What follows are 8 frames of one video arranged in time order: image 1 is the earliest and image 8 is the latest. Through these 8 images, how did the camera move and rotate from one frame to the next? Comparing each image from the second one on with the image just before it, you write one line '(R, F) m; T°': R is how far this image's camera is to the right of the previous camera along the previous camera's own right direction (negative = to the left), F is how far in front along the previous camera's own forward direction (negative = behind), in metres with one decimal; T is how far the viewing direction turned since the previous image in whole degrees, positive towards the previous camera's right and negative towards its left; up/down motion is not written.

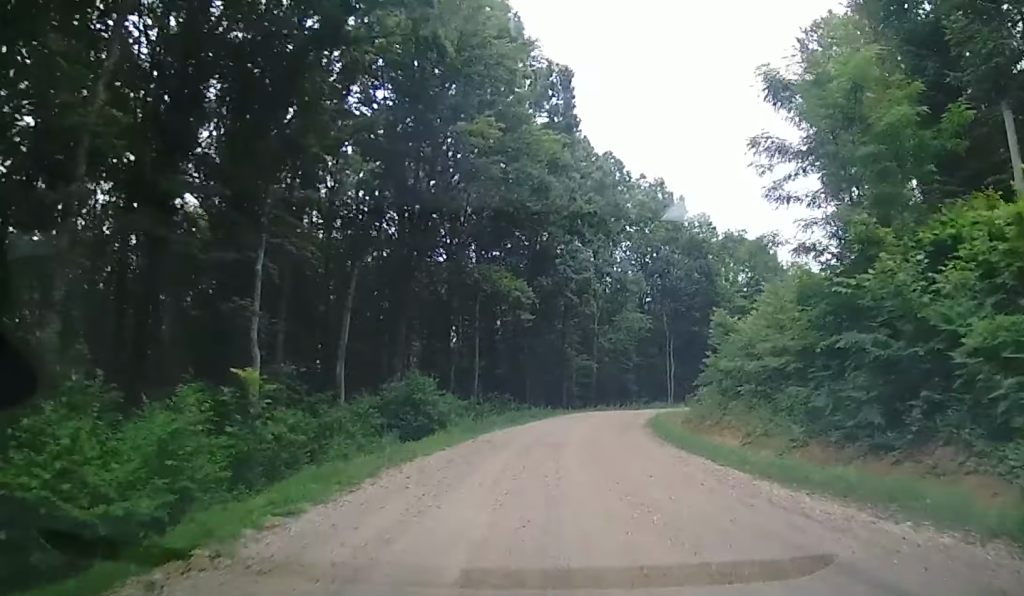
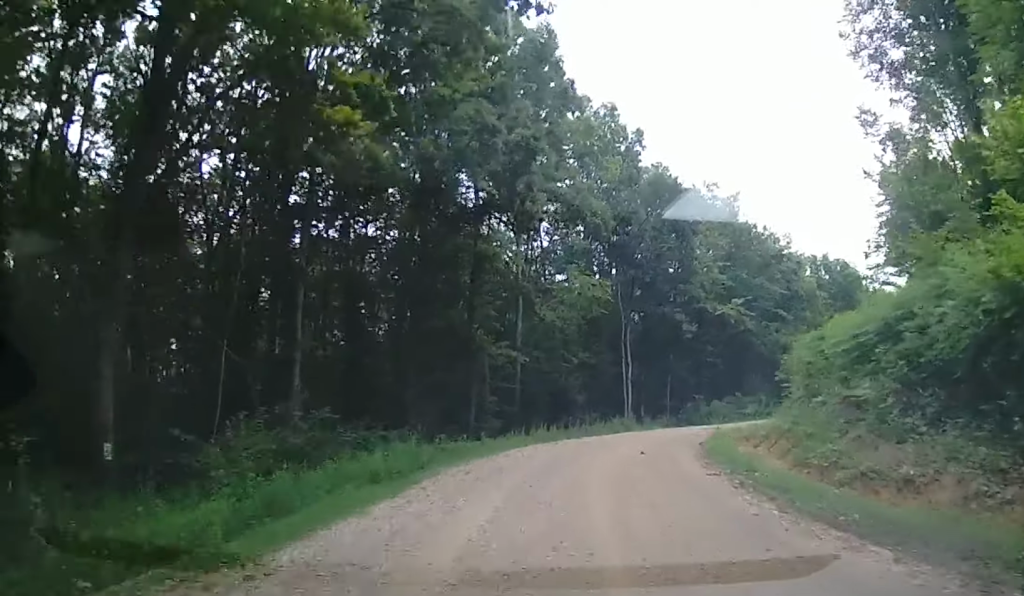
(+0.9, +22.8) m; +7°
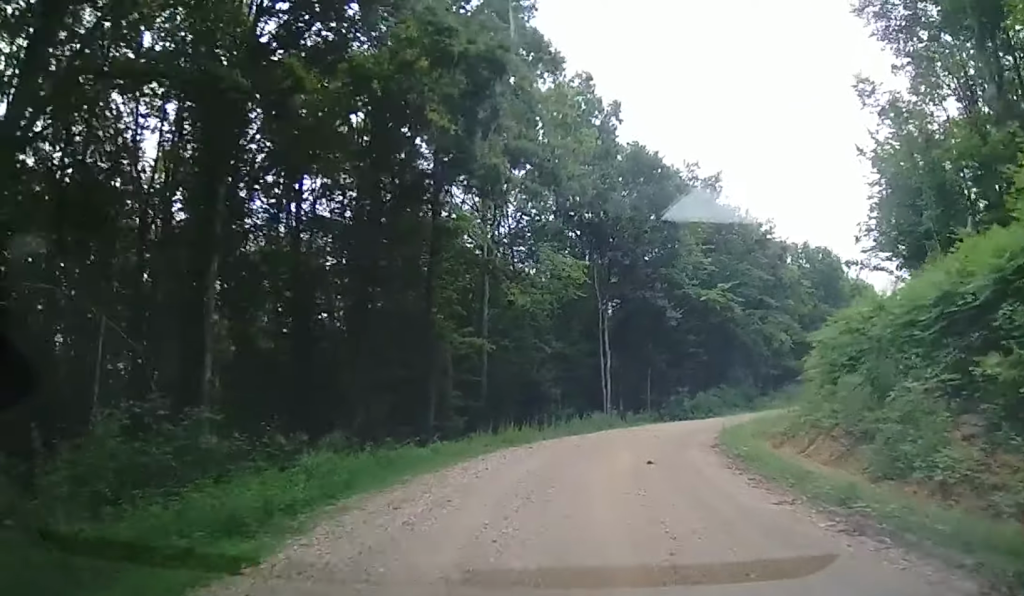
(+0.1, +4.5) m; +2°
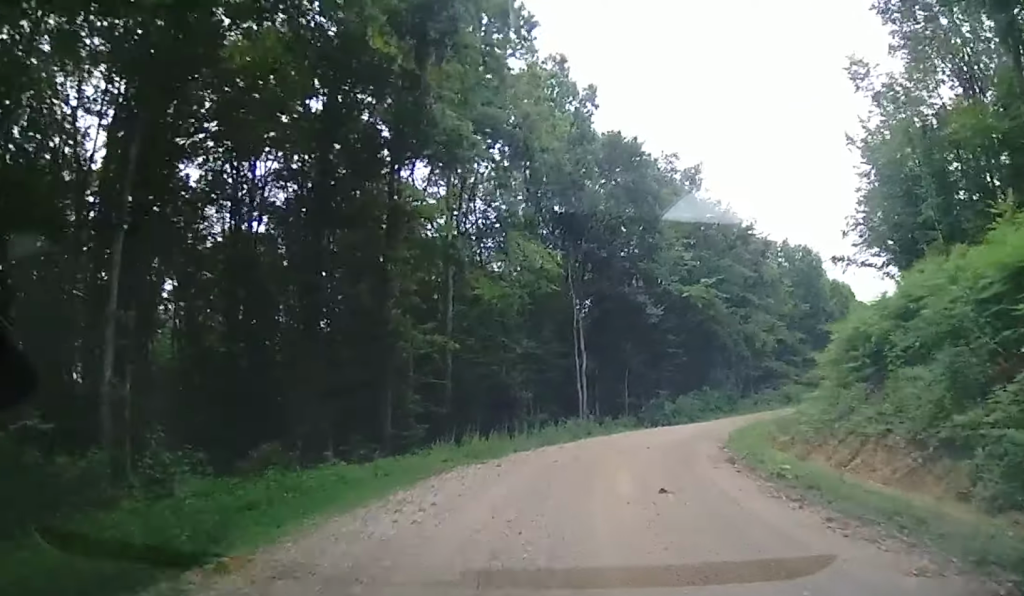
(0.0, +3.5) m; 0°
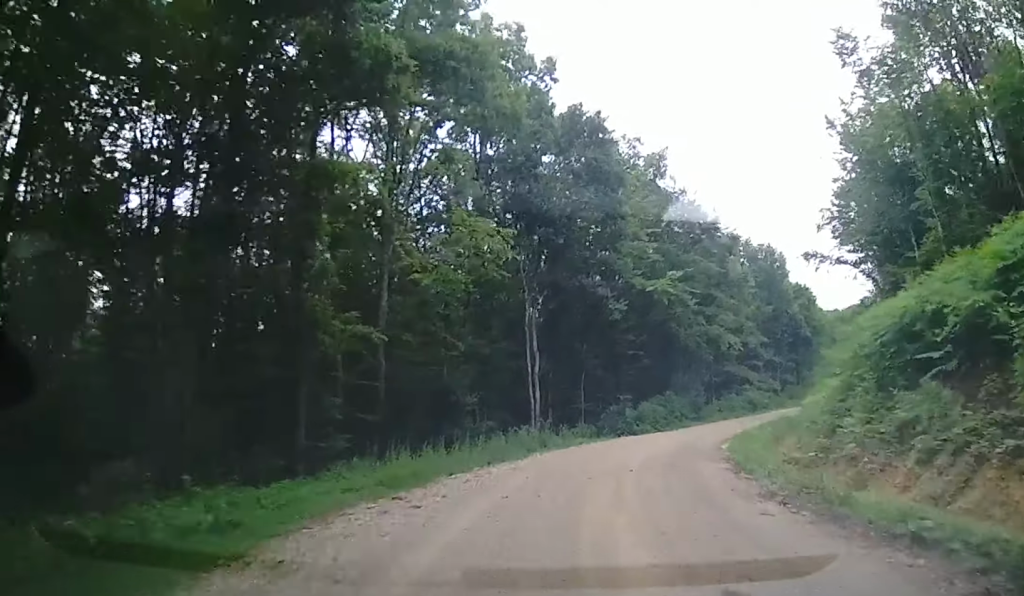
(0.0, +4.6) m; +2°
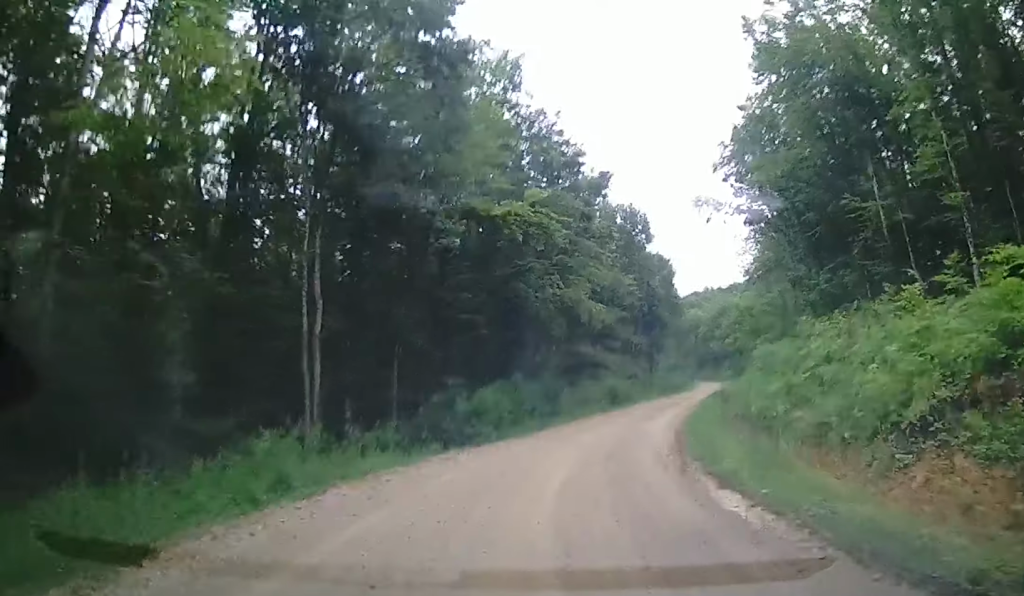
(+1.3, +12.7) m; +12°
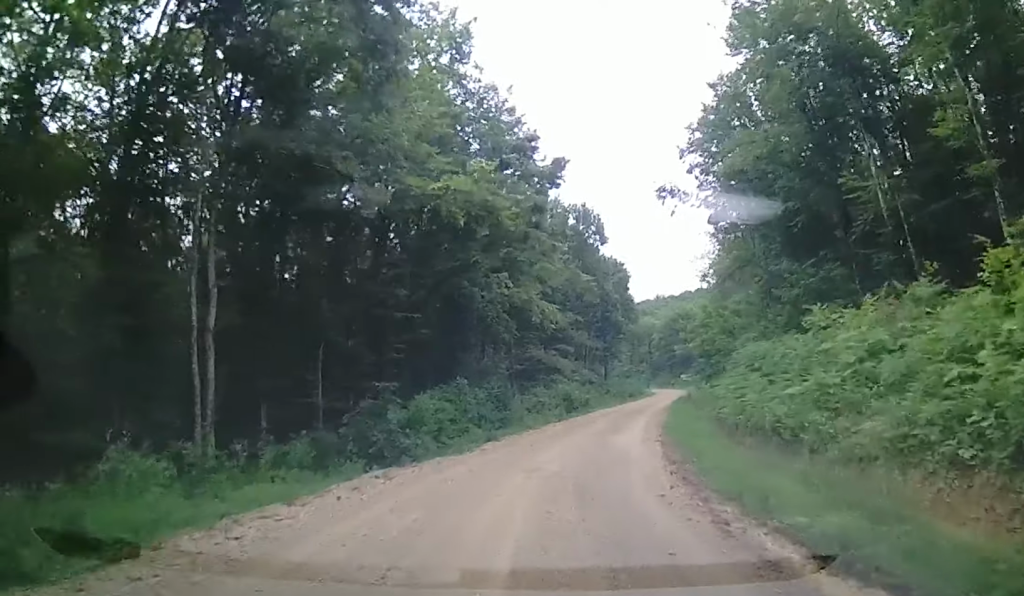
(0.0, +4.6) m; +5°
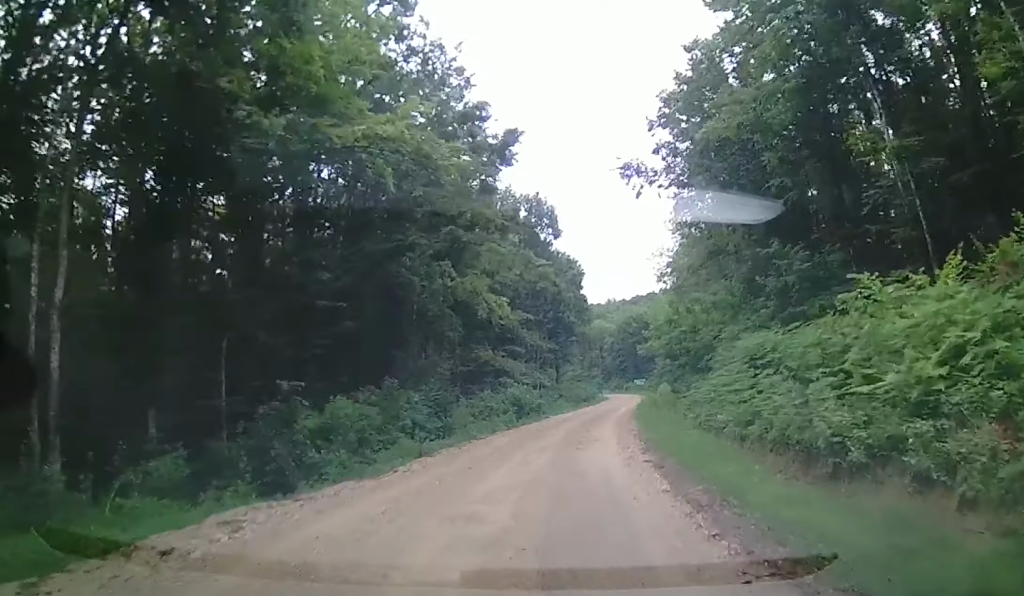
(+0.3, +4.9) m; +3°
